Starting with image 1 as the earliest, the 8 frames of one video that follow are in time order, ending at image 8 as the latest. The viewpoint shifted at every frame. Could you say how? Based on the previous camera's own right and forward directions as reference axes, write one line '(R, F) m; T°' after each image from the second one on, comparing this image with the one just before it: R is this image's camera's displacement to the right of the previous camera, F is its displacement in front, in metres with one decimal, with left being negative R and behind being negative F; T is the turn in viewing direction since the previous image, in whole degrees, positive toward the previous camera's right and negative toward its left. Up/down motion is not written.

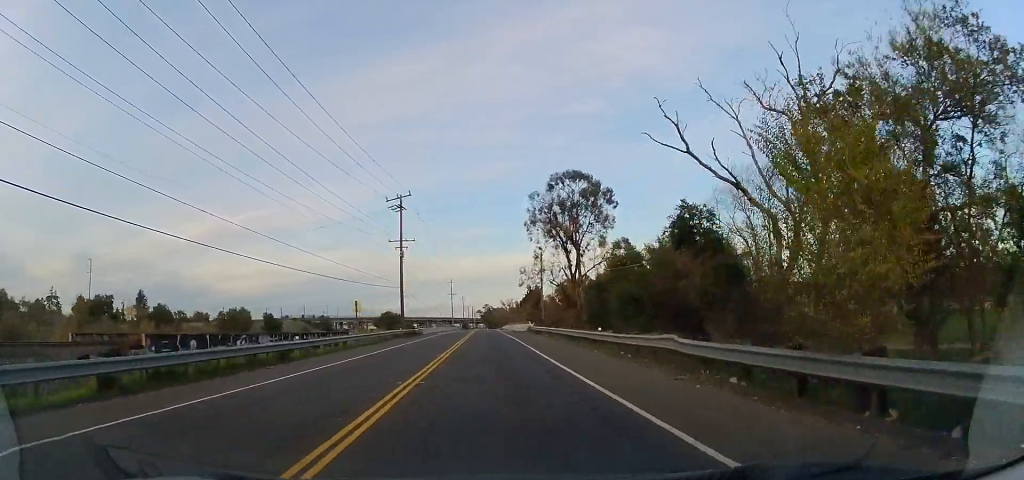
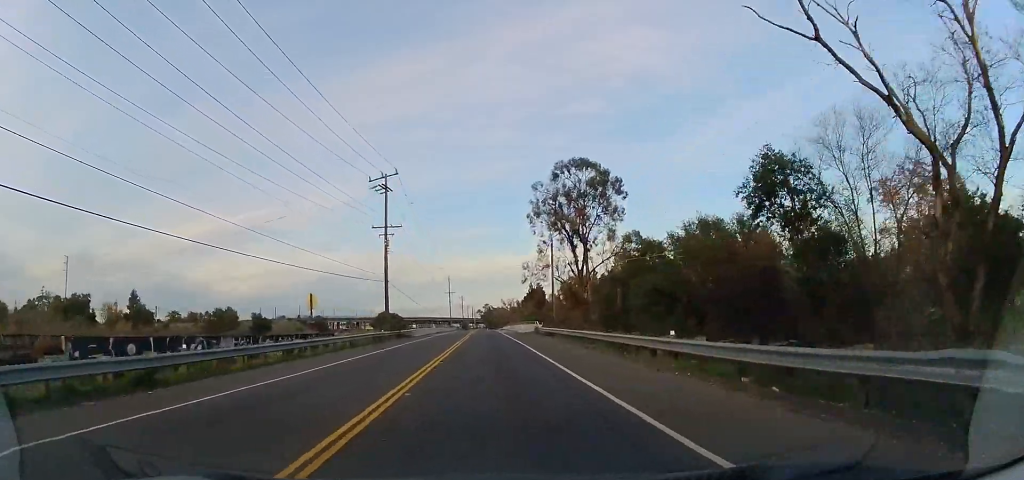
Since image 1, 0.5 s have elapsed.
(+0.2, +9.0) m; 0°
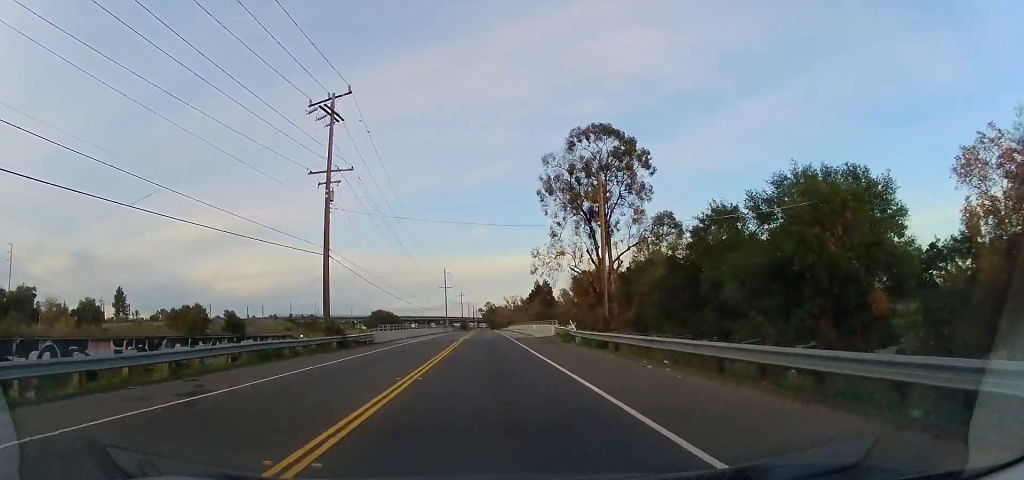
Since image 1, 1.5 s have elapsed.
(-0.2, +19.4) m; -2°
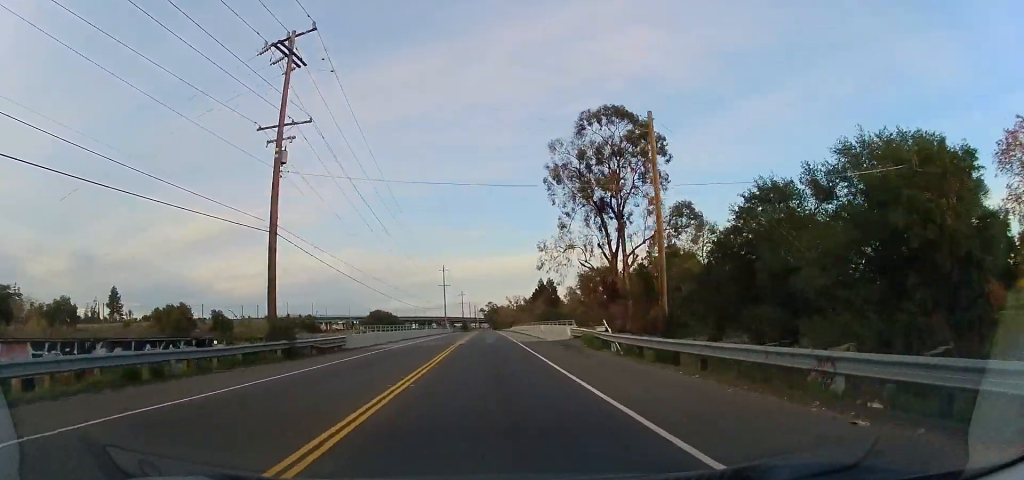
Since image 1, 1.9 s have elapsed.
(-0.1, +8.5) m; 0°
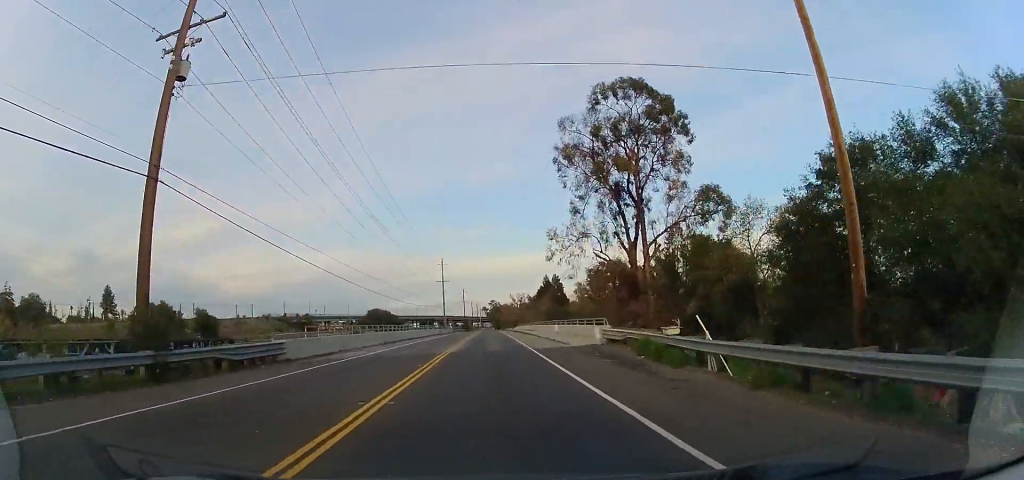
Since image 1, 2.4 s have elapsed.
(-0.2, +9.8) m; +1°
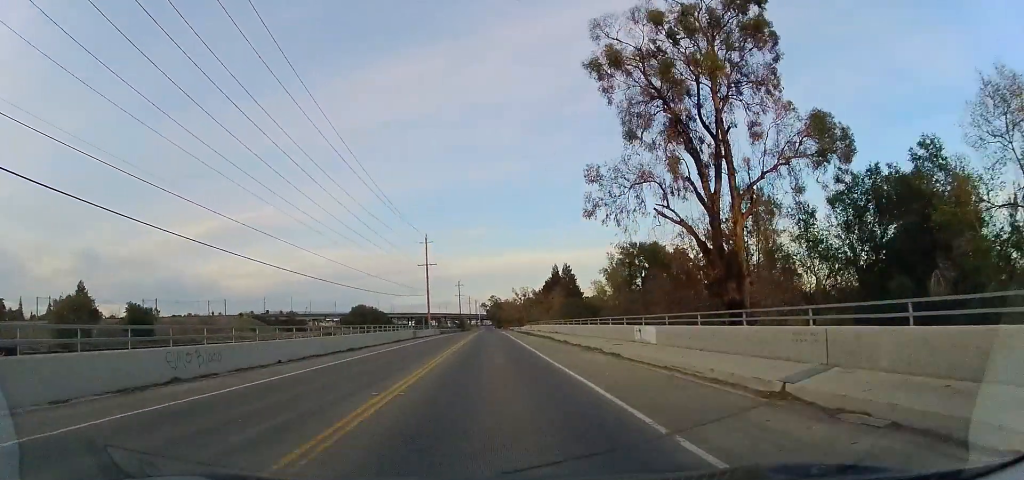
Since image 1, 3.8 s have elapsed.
(+0.8, +28.1) m; 0°
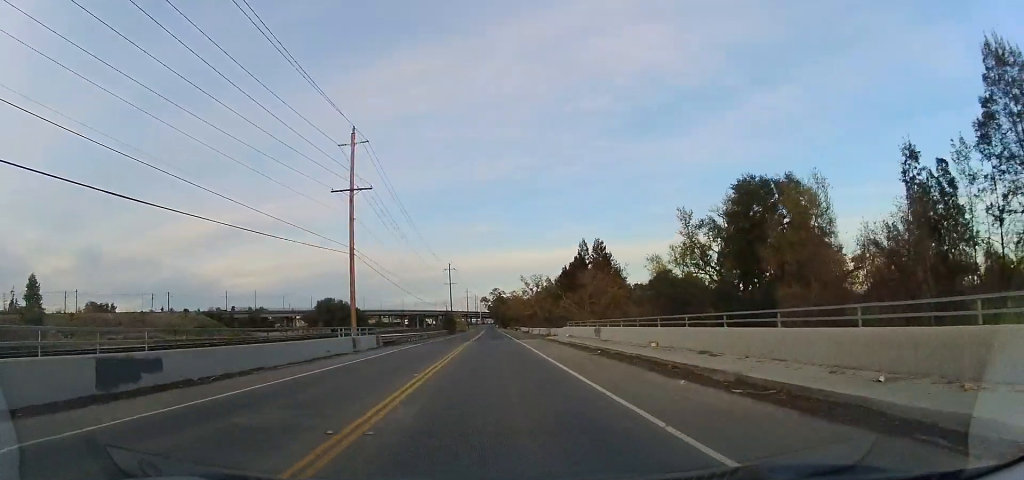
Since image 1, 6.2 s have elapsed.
(-1.0, +46.3) m; 0°
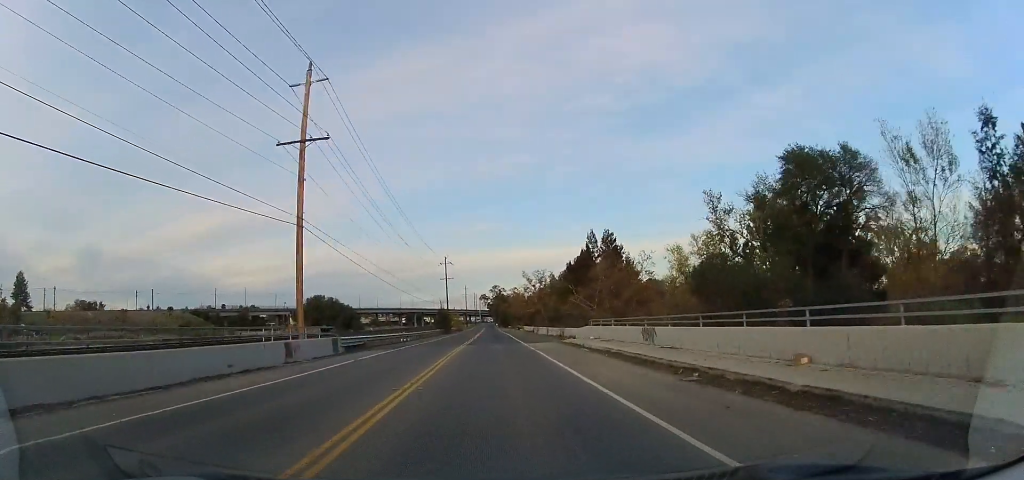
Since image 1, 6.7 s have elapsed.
(+0.1, +10.1) m; 0°
